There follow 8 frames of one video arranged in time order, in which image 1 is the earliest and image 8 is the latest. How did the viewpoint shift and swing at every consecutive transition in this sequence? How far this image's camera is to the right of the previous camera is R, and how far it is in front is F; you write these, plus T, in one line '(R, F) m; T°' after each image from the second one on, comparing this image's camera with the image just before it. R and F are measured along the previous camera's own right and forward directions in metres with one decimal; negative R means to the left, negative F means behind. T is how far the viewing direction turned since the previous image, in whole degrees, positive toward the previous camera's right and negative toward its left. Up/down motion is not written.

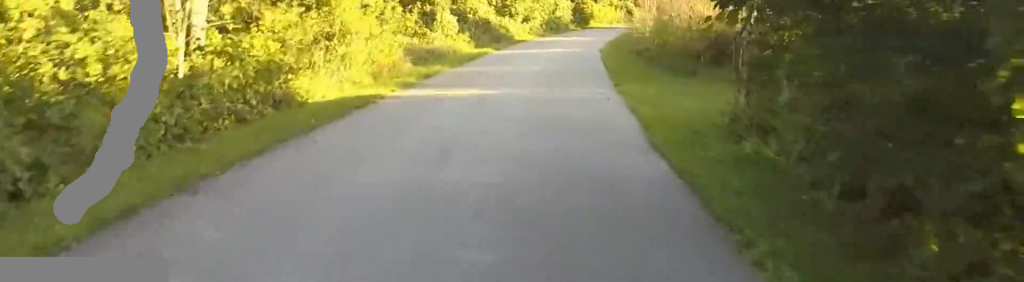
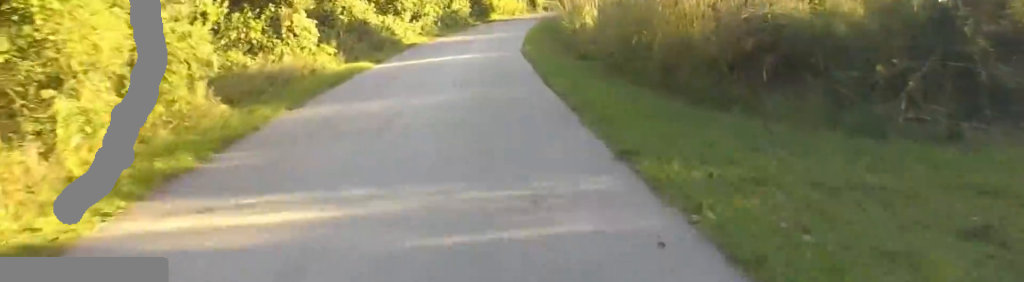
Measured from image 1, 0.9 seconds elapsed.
(-0.2, +6.0) m; +6°
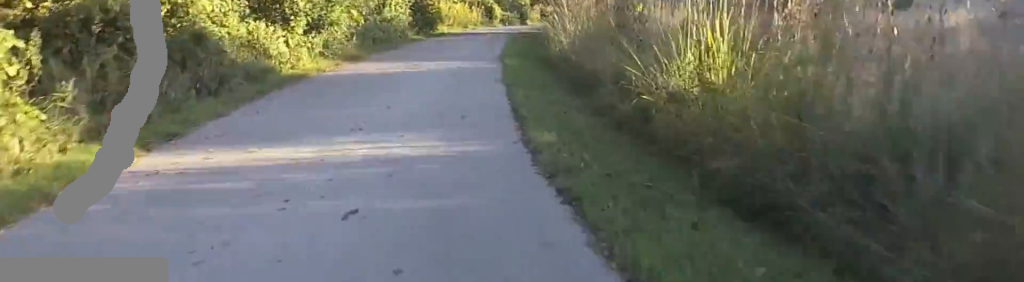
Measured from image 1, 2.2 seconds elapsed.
(+1.2, +8.5) m; +9°
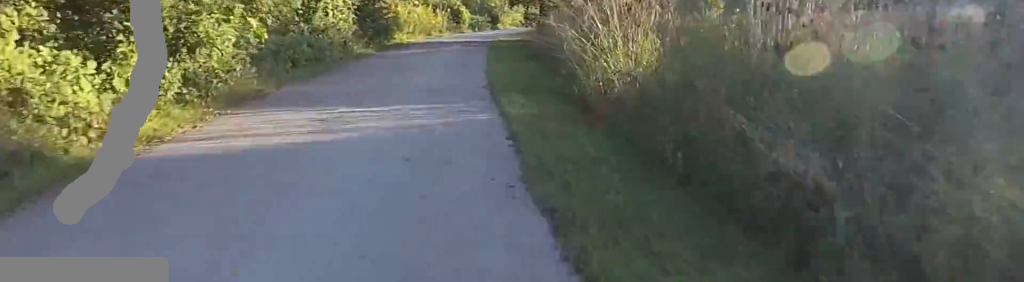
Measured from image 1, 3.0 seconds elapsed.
(+0.1, +5.7) m; +1°
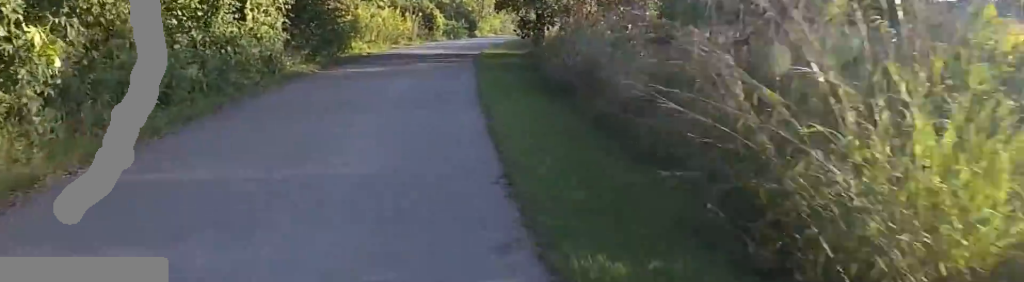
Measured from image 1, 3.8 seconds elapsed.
(0.0, +5.3) m; 0°
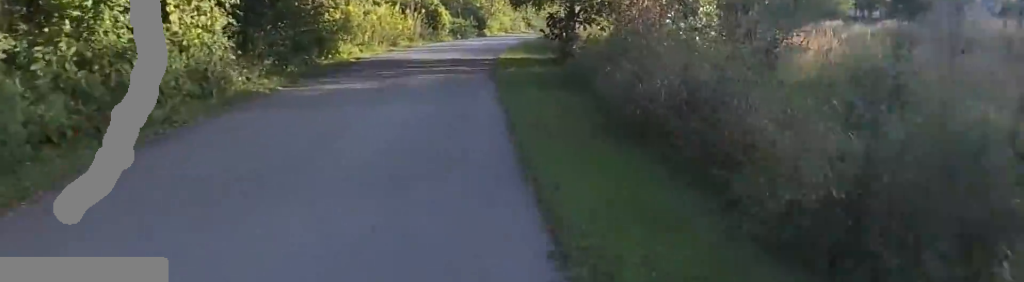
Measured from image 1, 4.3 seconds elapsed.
(0.0, +3.7) m; +5°
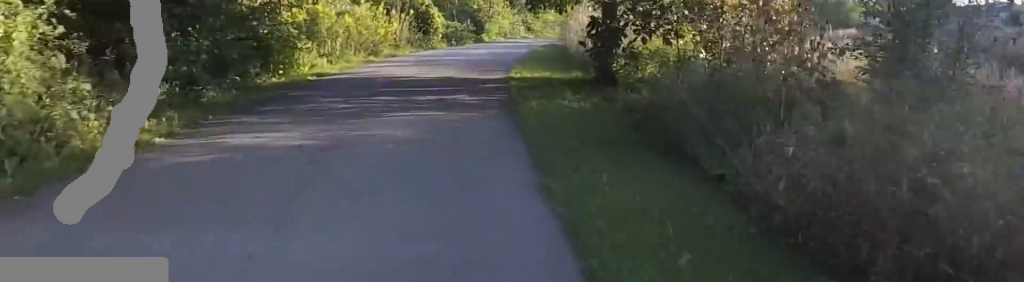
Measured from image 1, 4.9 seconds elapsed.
(0.0, +4.3) m; +4°
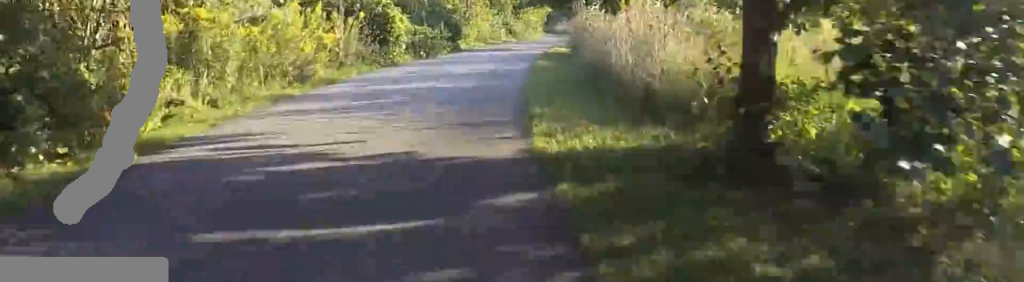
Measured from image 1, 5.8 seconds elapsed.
(+0.8, +6.3) m; +1°
